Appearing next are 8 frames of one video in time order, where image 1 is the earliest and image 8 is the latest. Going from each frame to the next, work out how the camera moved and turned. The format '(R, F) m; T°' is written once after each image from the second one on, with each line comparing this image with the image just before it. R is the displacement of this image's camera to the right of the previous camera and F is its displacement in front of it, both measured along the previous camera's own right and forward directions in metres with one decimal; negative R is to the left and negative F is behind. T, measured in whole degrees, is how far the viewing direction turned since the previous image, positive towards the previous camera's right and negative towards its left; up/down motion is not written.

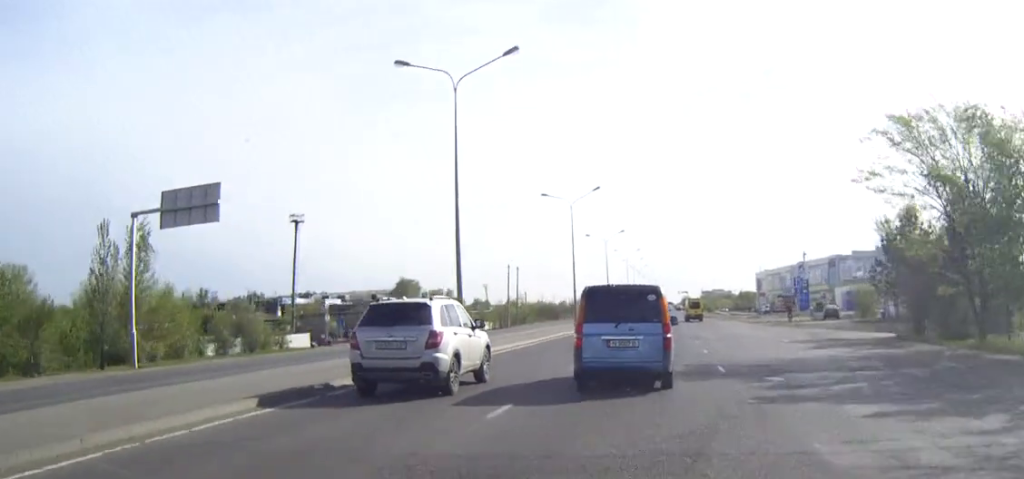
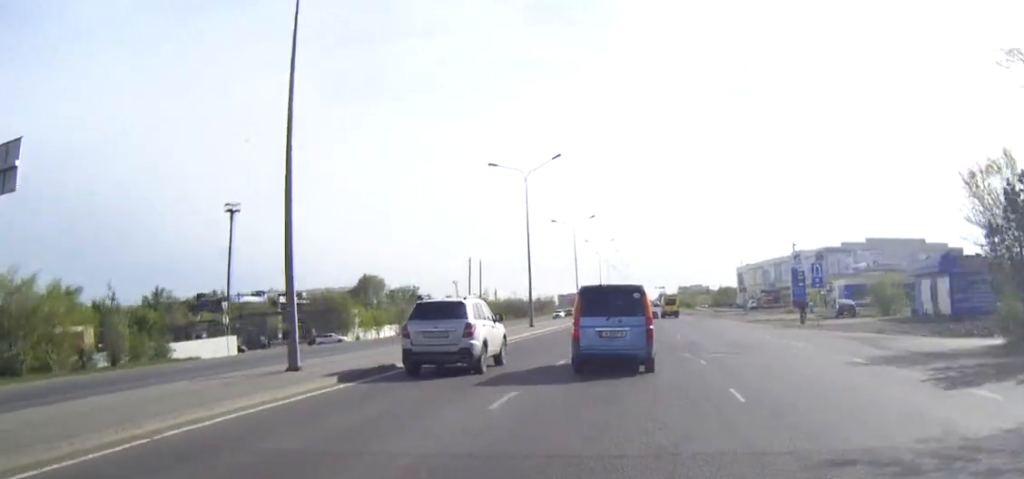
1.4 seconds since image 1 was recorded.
(+0.3, +15.1) m; +2°
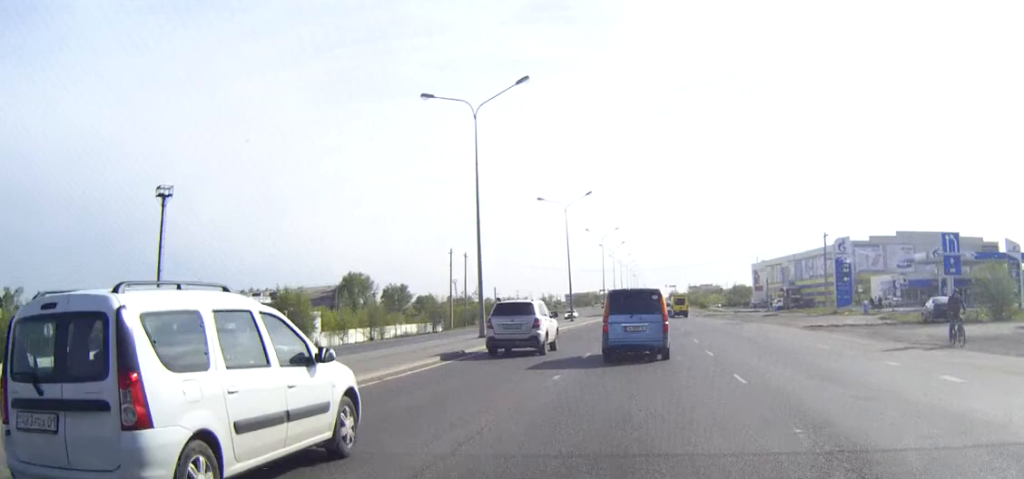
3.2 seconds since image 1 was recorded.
(+0.3, +21.4) m; +1°
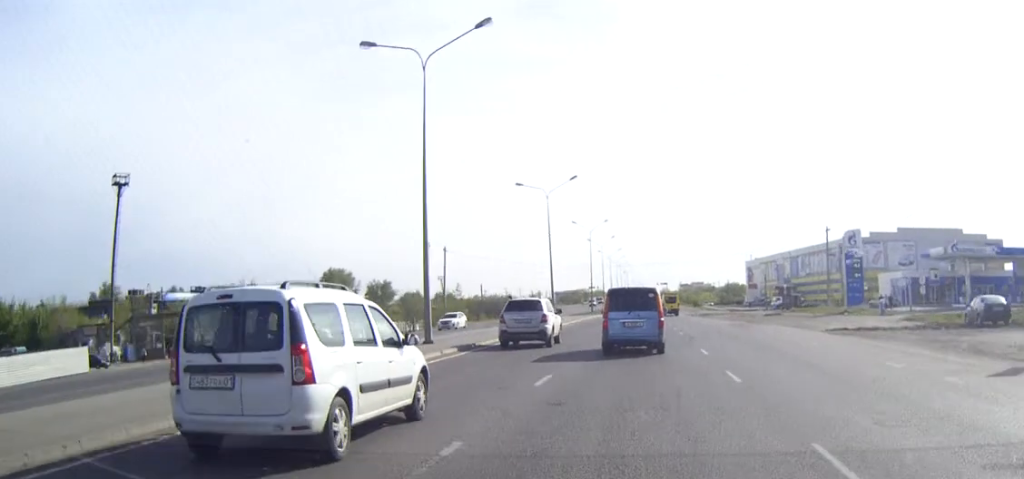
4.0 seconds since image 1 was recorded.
(0.0, +8.6) m; 0°
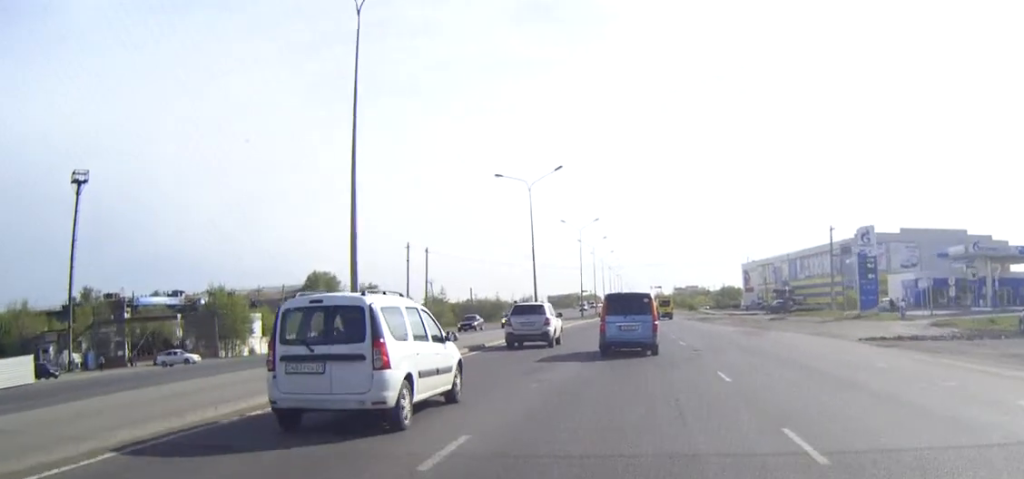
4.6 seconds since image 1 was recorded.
(-0.1, +7.4) m; 0°
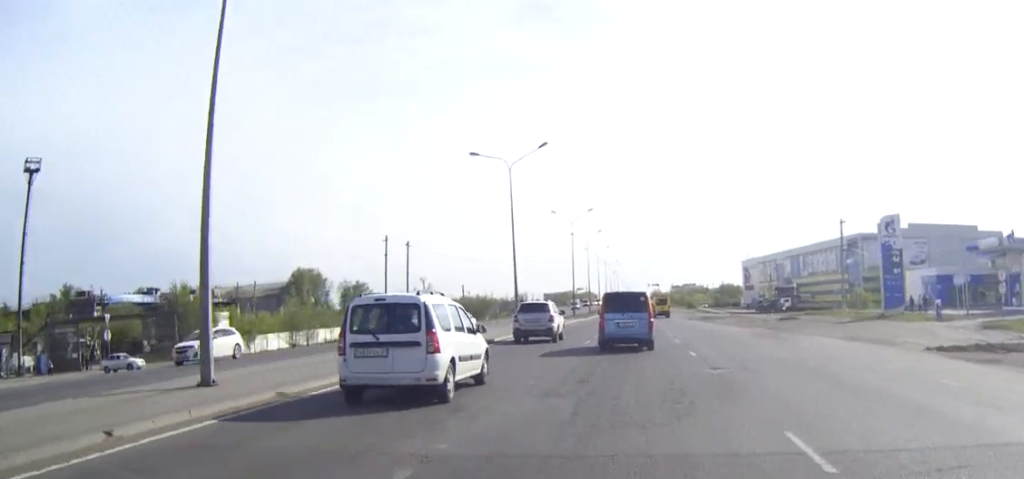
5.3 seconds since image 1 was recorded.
(+0.1, +8.7) m; 0°
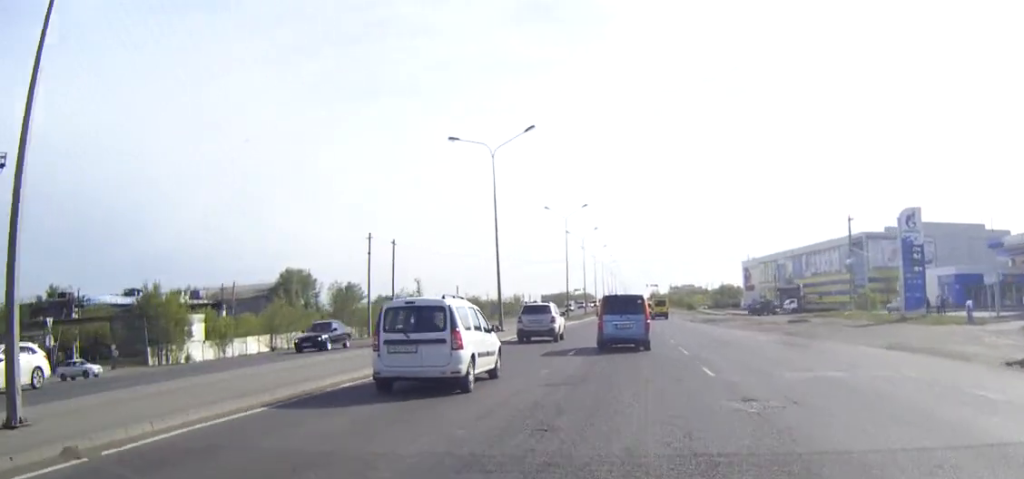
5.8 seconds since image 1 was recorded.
(0.0, +5.9) m; 0°
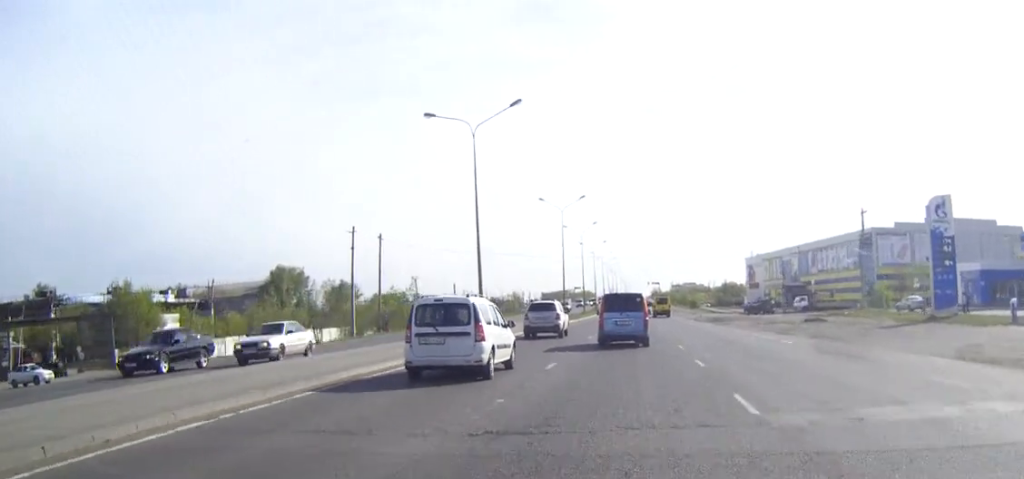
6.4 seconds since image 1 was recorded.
(0.0, +6.4) m; 0°
